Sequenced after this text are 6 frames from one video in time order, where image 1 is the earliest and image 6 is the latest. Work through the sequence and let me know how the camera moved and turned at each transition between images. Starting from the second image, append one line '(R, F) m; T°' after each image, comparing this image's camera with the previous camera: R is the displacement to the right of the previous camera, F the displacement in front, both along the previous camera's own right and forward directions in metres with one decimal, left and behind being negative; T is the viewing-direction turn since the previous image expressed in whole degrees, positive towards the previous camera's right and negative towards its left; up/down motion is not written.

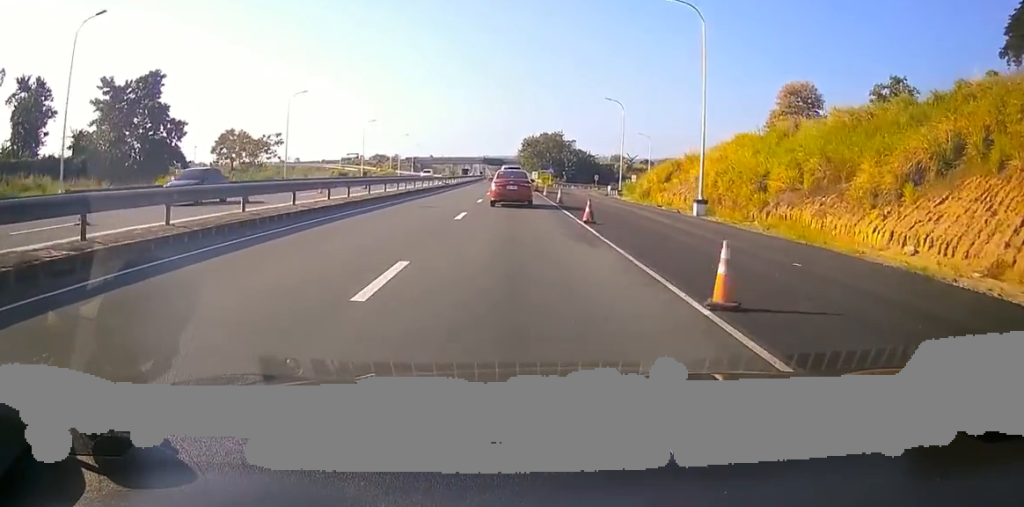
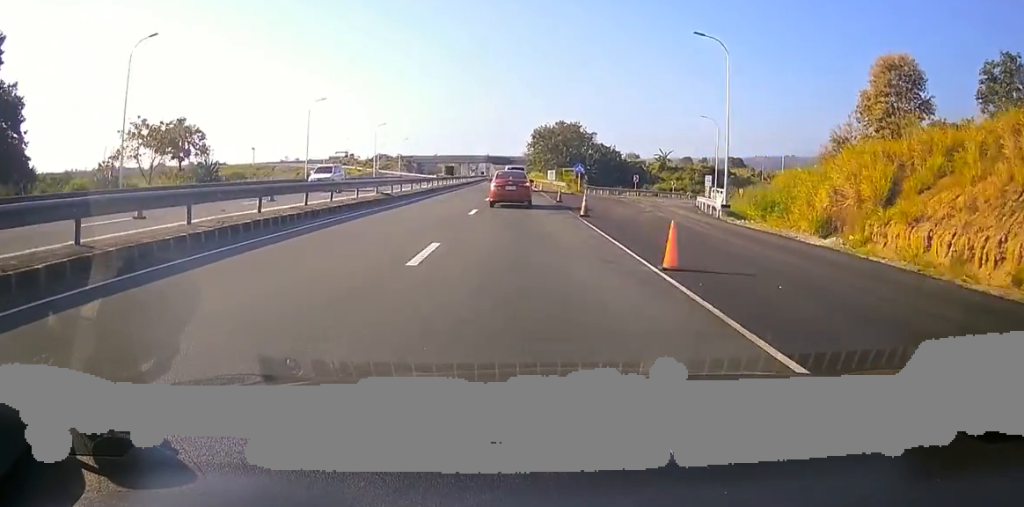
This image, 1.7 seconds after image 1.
(+0.6, +33.4) m; 0°
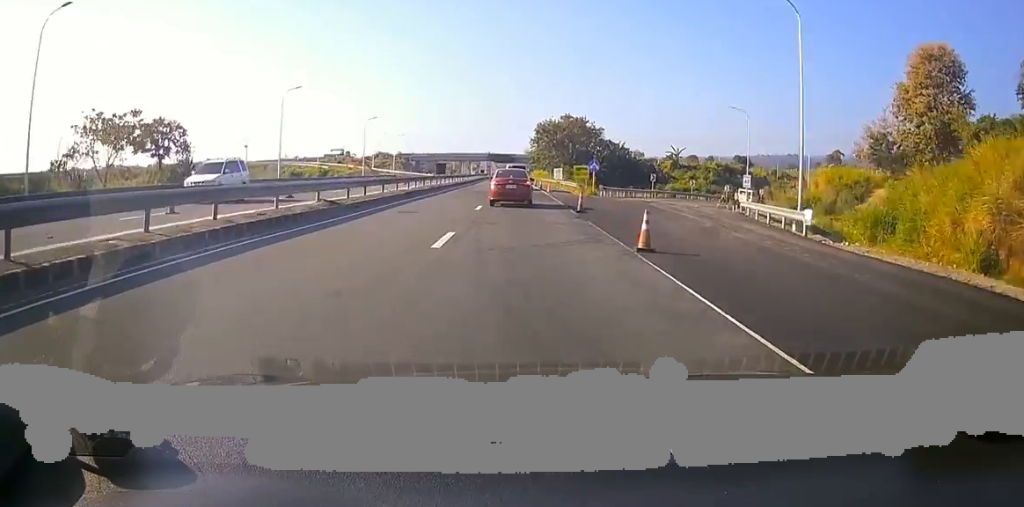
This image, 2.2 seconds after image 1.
(0.0, +9.9) m; -1°
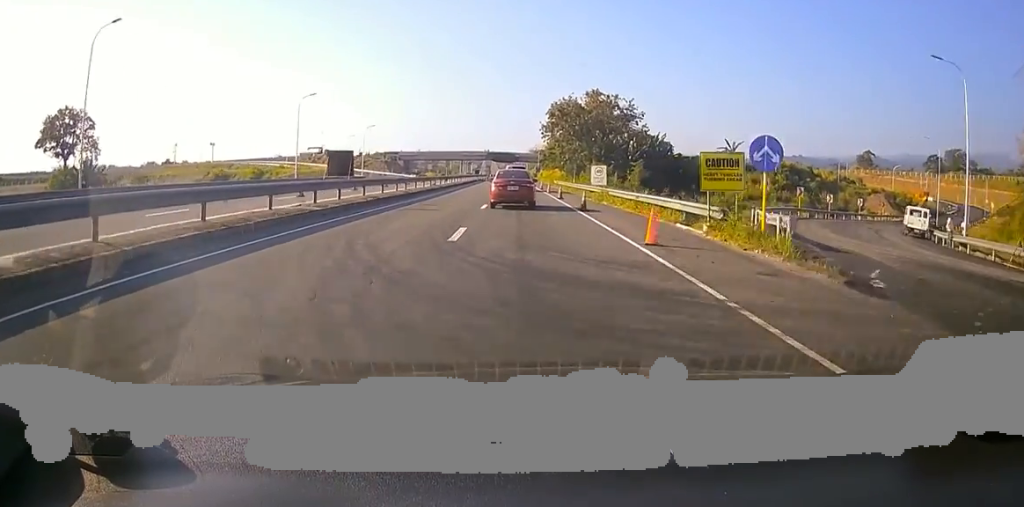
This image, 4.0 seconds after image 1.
(-1.5, +35.4) m; -3°
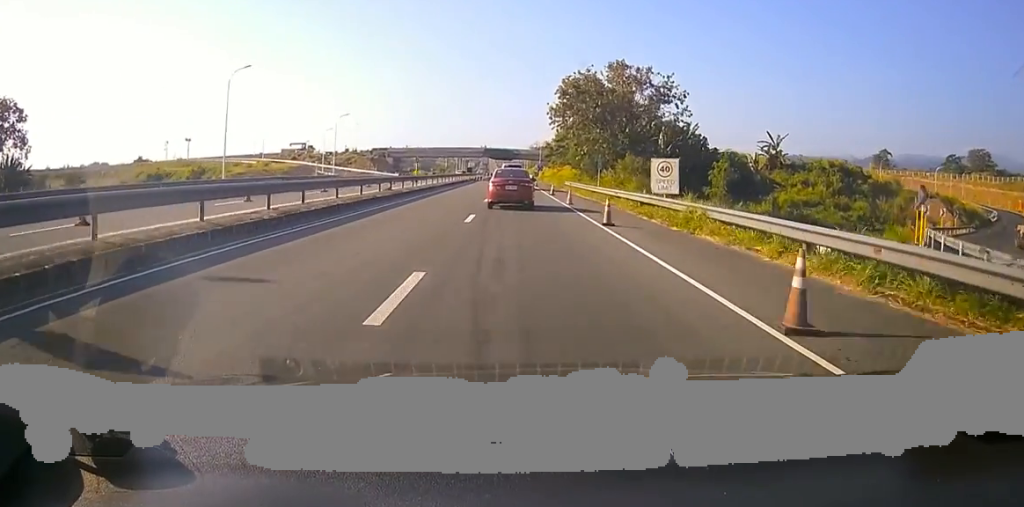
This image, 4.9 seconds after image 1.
(+0.5, +19.3) m; +3°
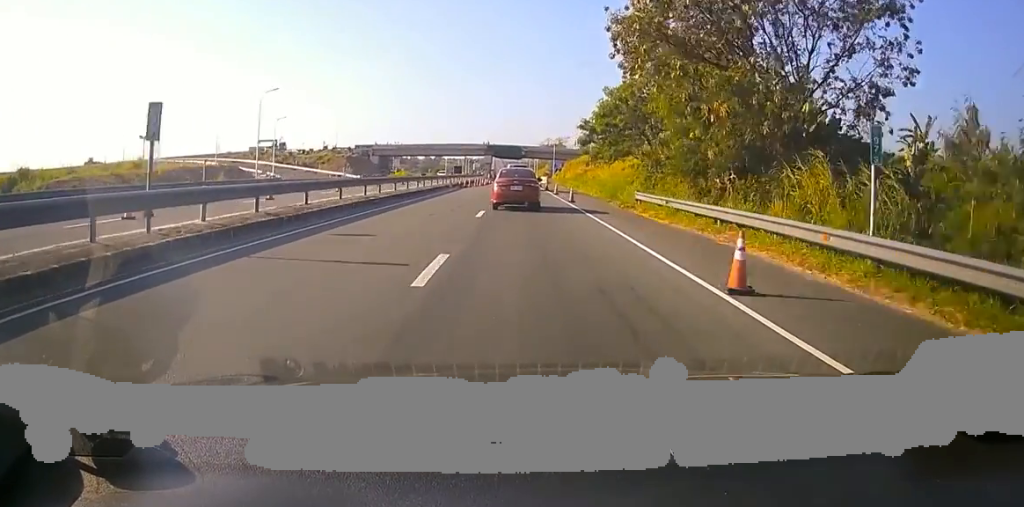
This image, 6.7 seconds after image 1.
(+1.3, +33.8) m; -2°
